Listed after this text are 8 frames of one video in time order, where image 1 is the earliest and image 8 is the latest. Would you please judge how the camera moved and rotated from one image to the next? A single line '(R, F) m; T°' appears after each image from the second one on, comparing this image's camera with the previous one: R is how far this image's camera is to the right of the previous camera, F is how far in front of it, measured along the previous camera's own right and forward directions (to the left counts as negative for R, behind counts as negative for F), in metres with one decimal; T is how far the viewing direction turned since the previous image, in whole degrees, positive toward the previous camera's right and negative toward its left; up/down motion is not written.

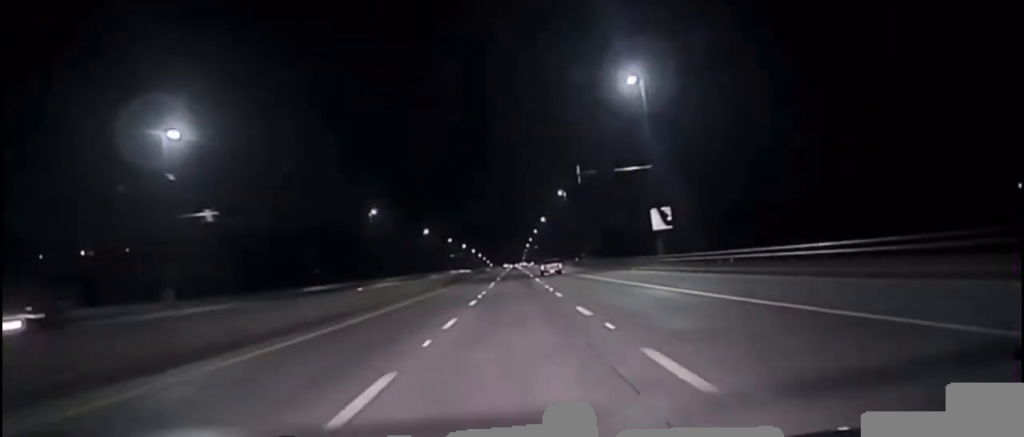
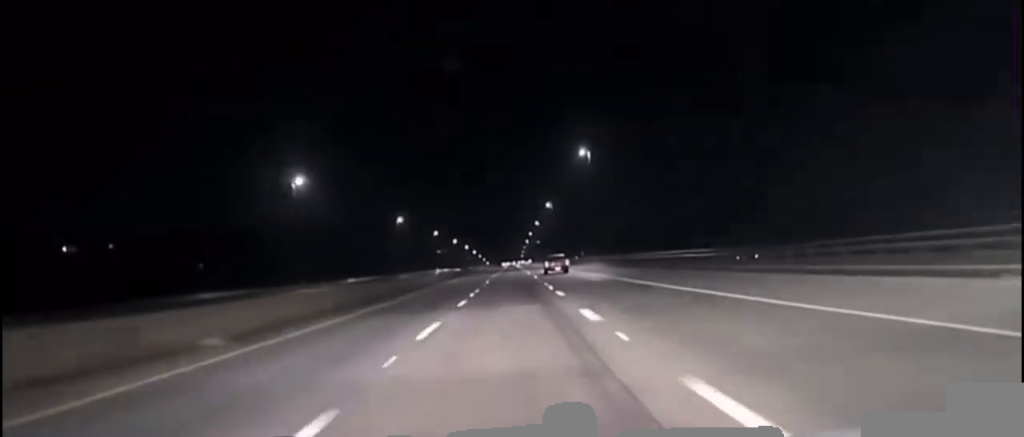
(-0.2, +44.5) m; 0°
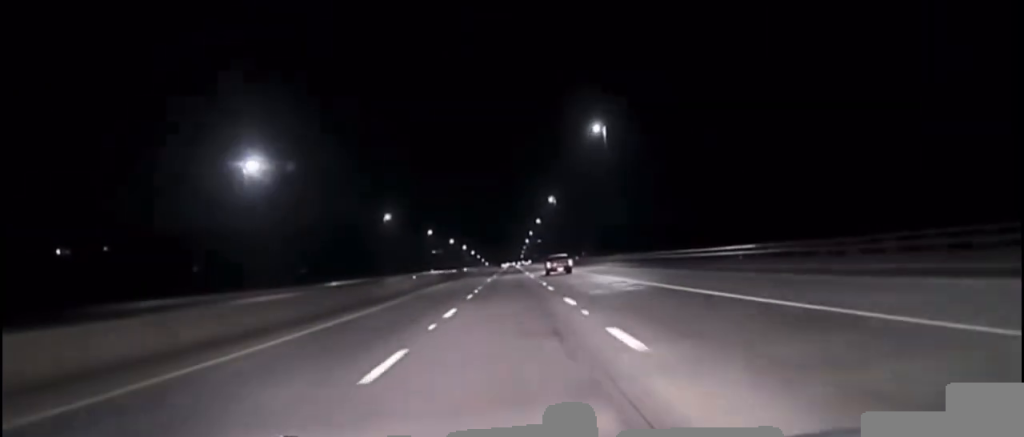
(0.0, +13.3) m; 0°
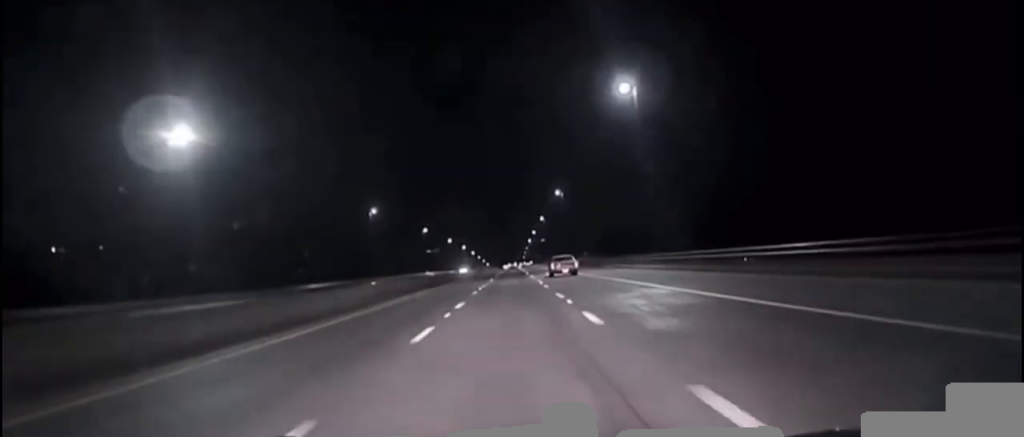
(0.0, +15.5) m; 0°
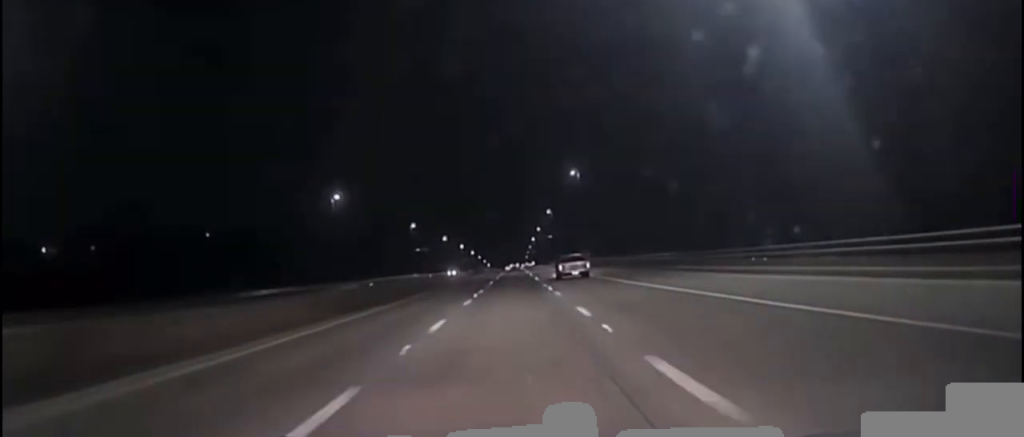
(0.0, +27.6) m; 0°
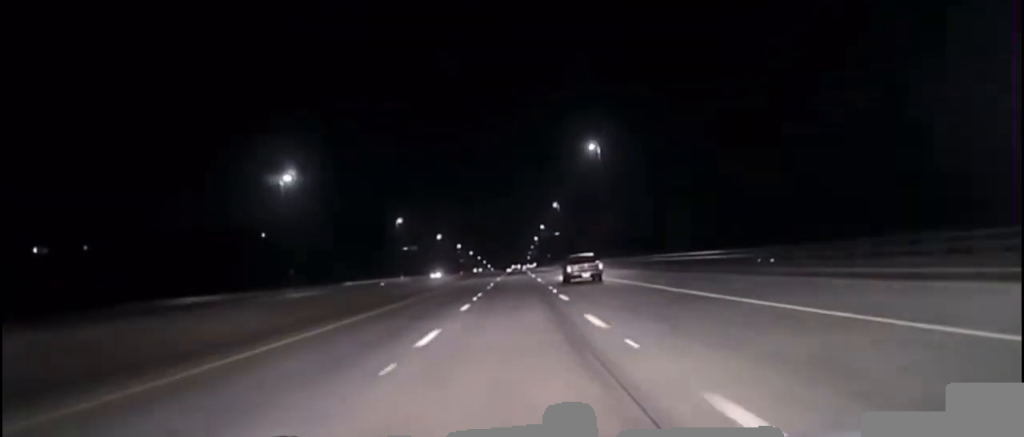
(0.0, +24.9) m; 0°
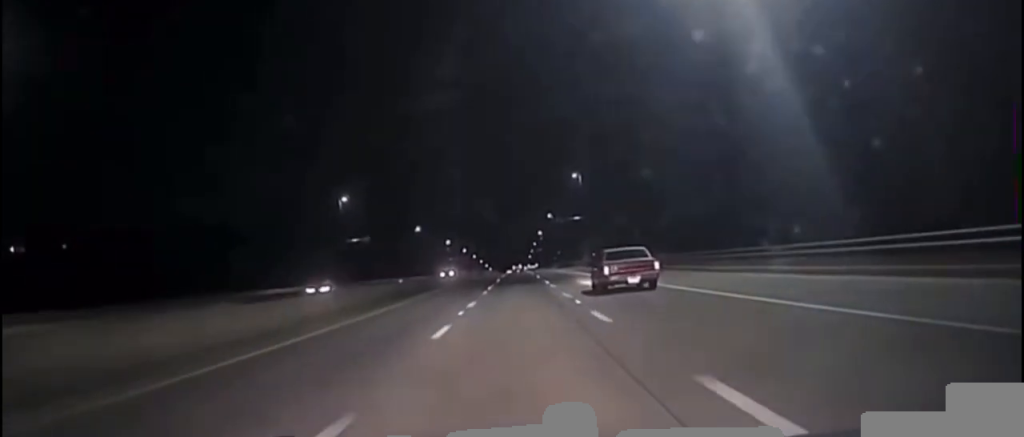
(-0.4, +71.2) m; 0°
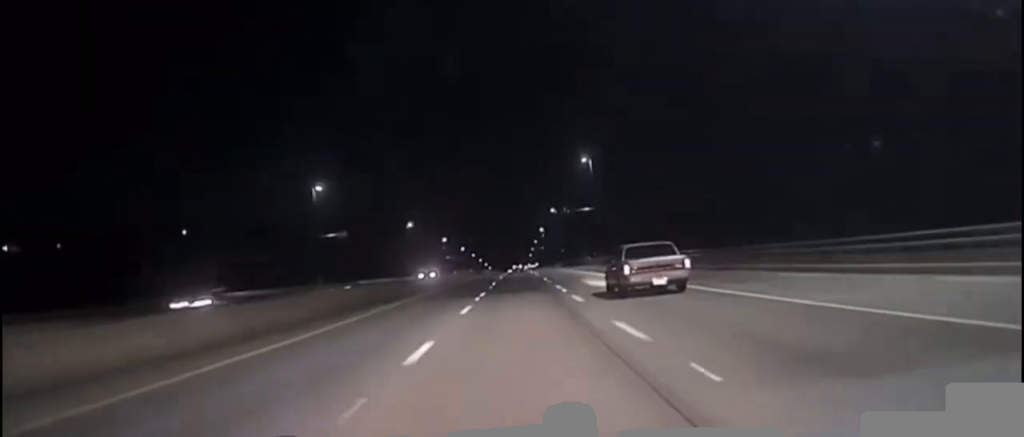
(-0.1, +22.1) m; 0°
